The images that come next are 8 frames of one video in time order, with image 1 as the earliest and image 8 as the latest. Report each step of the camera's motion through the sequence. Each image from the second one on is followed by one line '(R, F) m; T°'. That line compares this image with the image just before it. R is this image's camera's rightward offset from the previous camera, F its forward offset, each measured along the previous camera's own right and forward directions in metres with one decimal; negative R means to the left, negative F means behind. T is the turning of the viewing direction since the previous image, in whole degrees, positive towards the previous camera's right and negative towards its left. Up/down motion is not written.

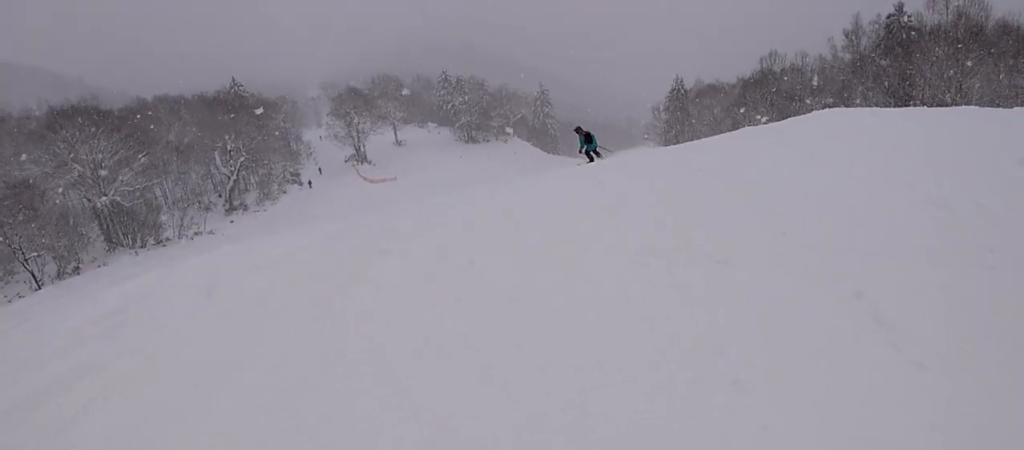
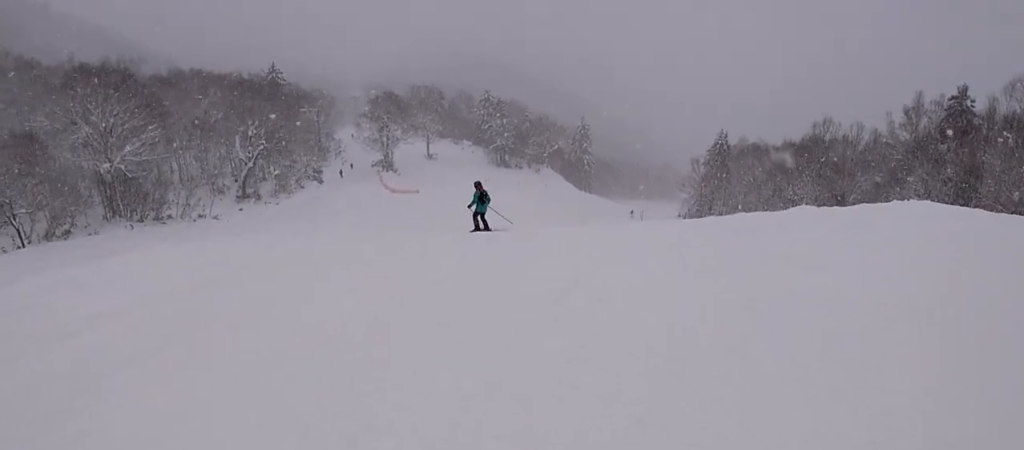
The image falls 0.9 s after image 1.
(+0.5, +3.7) m; -6°
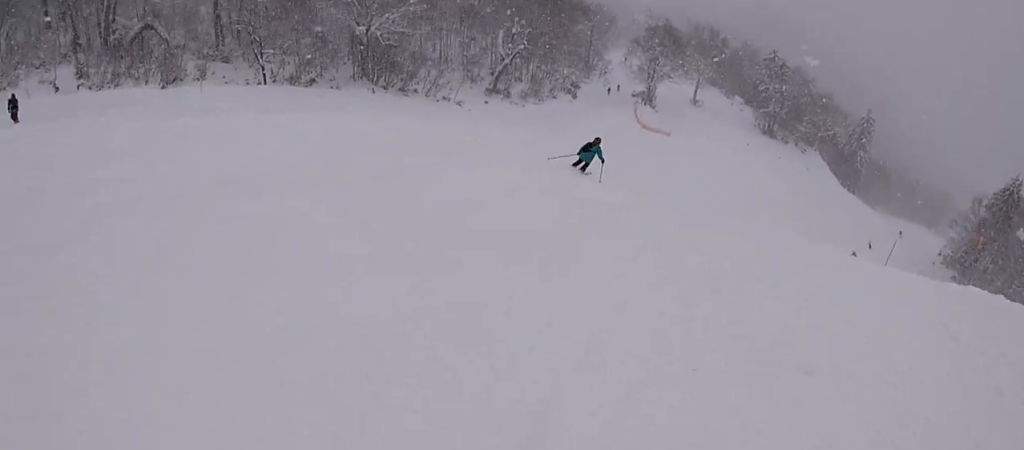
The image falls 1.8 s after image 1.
(-0.5, +2.9) m; -21°
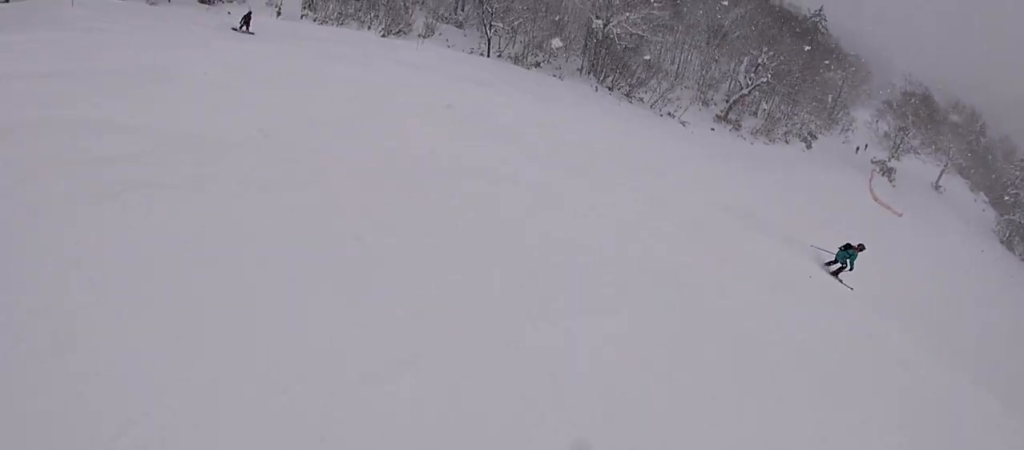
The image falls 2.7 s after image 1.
(-0.9, +3.4) m; -17°
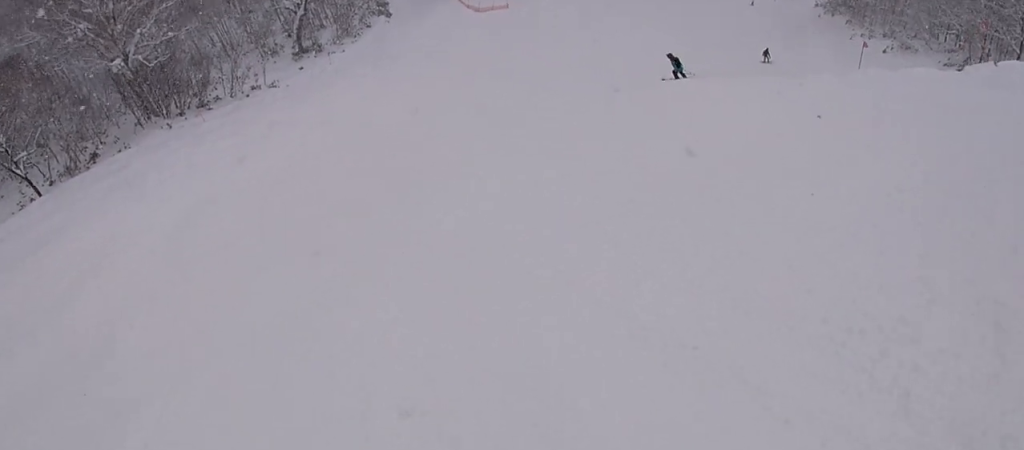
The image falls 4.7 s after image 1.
(+0.6, +7.5) m; +20°
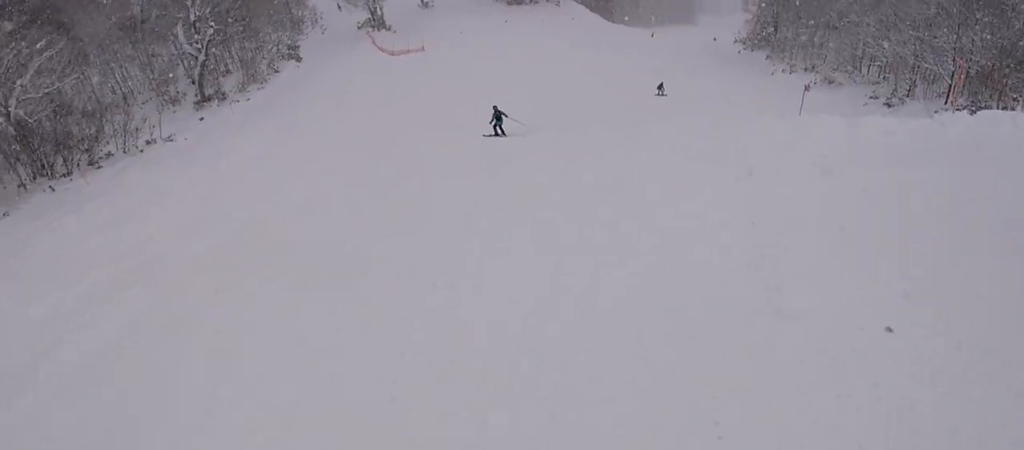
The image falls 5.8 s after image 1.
(+0.4, +3.9) m; -3°
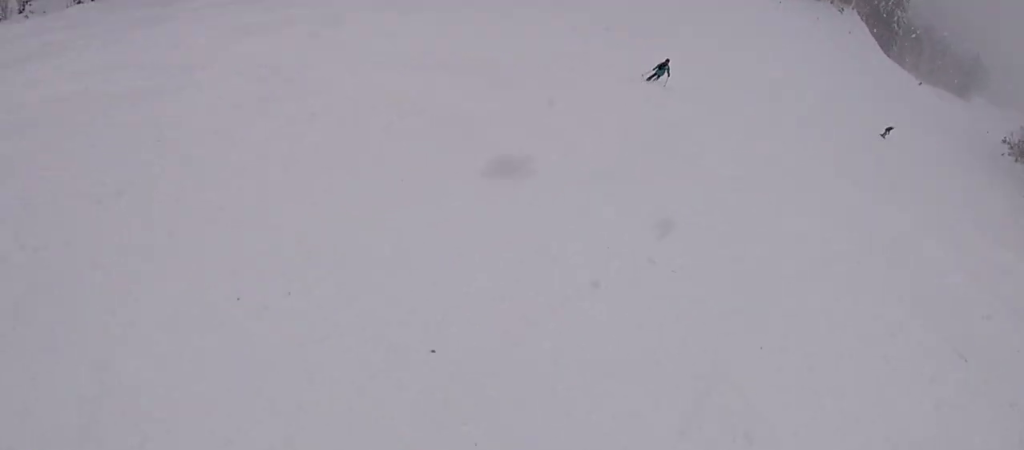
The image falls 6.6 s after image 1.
(-0.4, +3.3) m; -12°
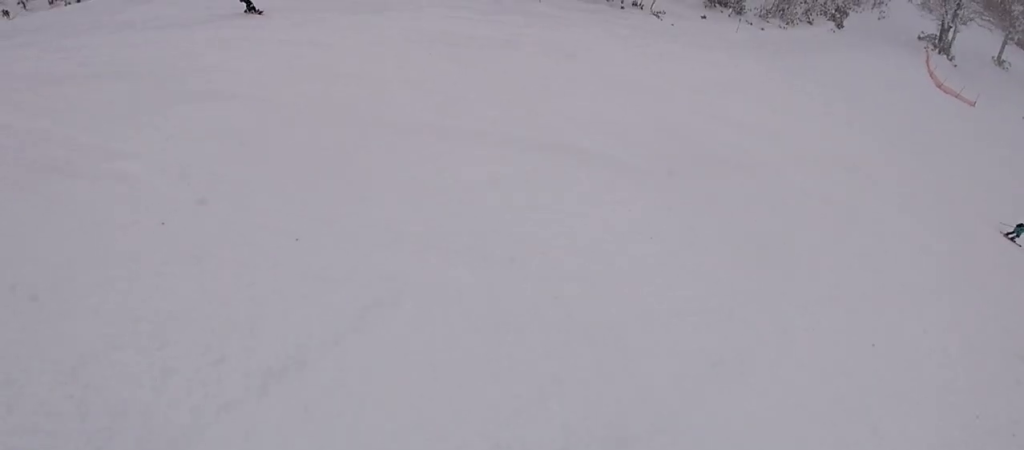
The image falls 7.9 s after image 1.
(-0.6, +5.4) m; -1°
